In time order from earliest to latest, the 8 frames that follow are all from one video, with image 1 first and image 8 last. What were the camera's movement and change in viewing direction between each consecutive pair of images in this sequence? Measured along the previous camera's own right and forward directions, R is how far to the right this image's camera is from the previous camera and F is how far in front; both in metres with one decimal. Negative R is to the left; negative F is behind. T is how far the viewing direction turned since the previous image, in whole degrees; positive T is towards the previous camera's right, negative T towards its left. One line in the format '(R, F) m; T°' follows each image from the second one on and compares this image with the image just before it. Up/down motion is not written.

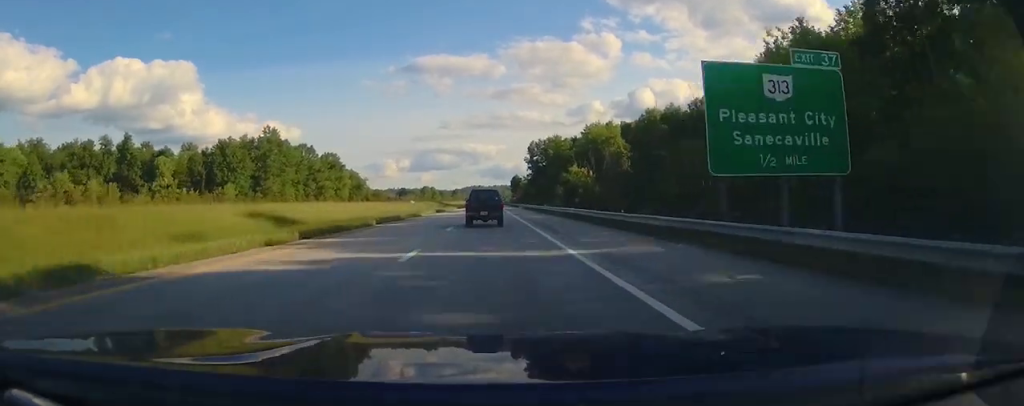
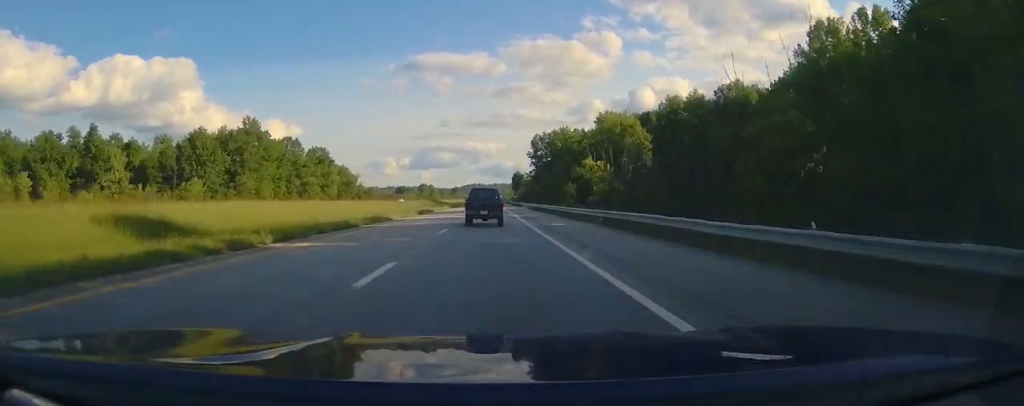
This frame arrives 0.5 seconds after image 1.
(0.0, +15.5) m; 0°
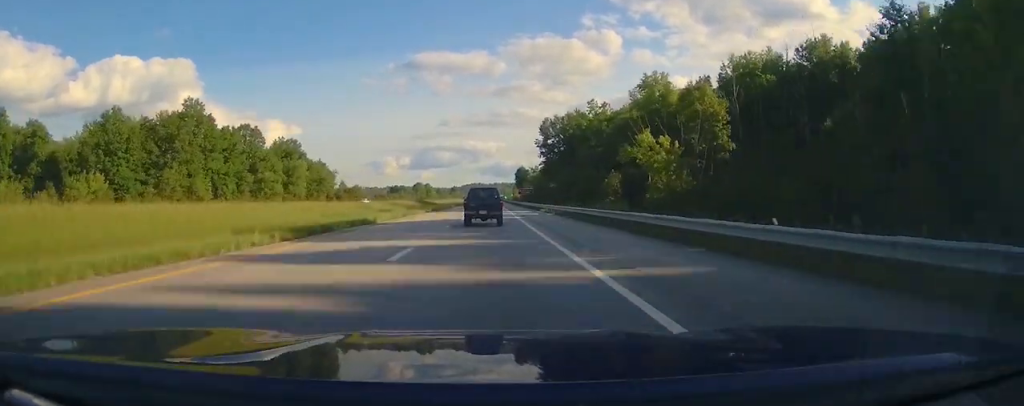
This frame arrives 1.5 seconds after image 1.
(+0.4, +33.4) m; 0°
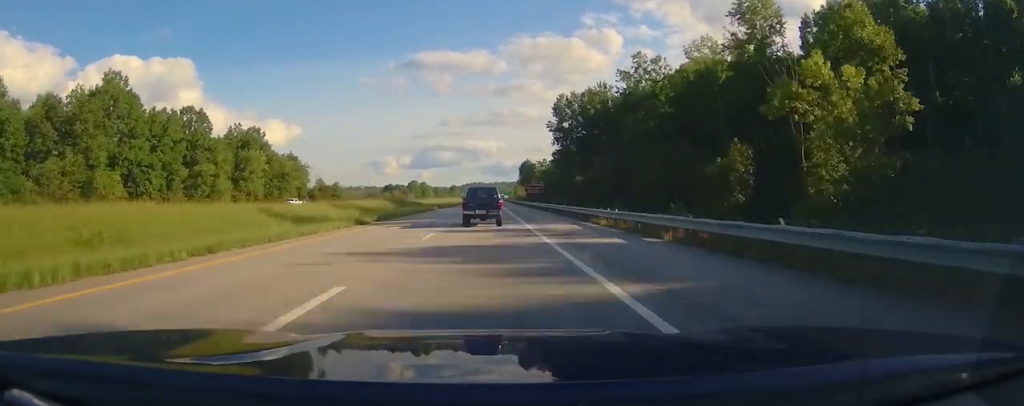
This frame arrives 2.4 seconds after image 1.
(0.0, +30.9) m; 0°
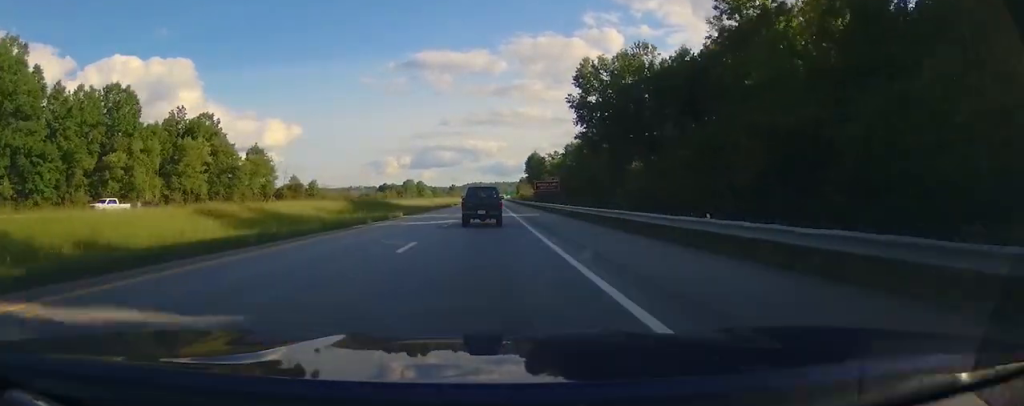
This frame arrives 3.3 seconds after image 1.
(-0.2, +28.5) m; 0°
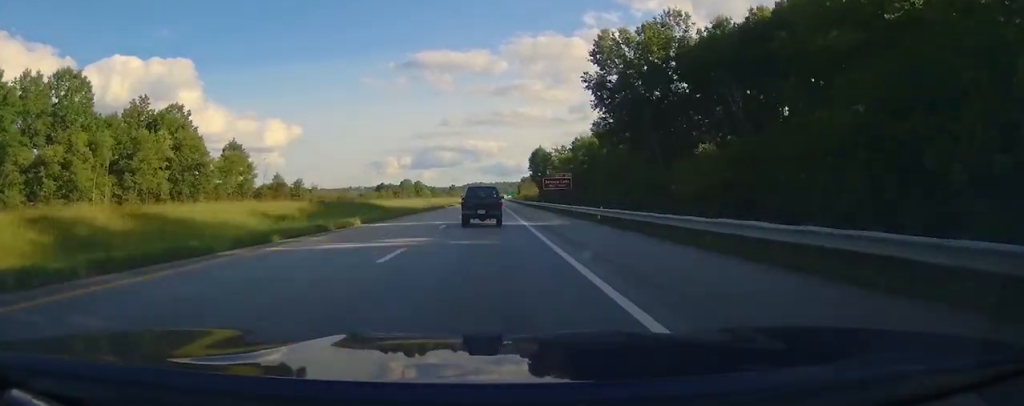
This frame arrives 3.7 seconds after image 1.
(0.0, +14.2) m; 0°
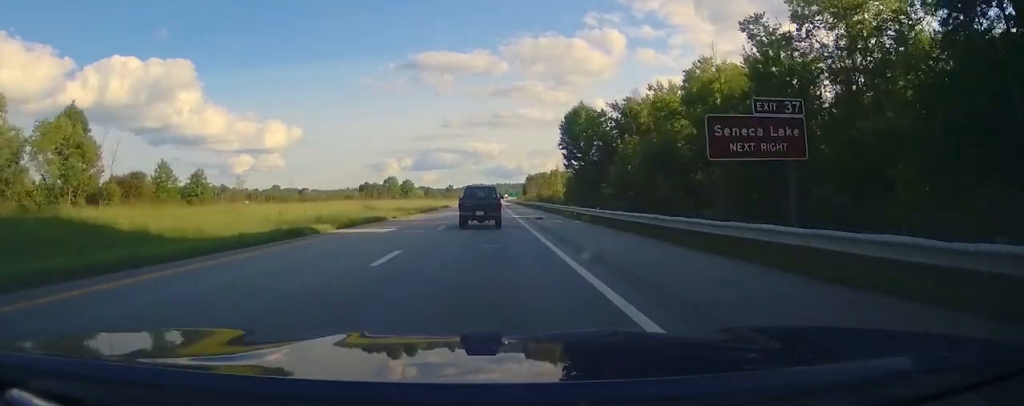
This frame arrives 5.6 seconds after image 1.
(+0.3, +61.7) m; 0°
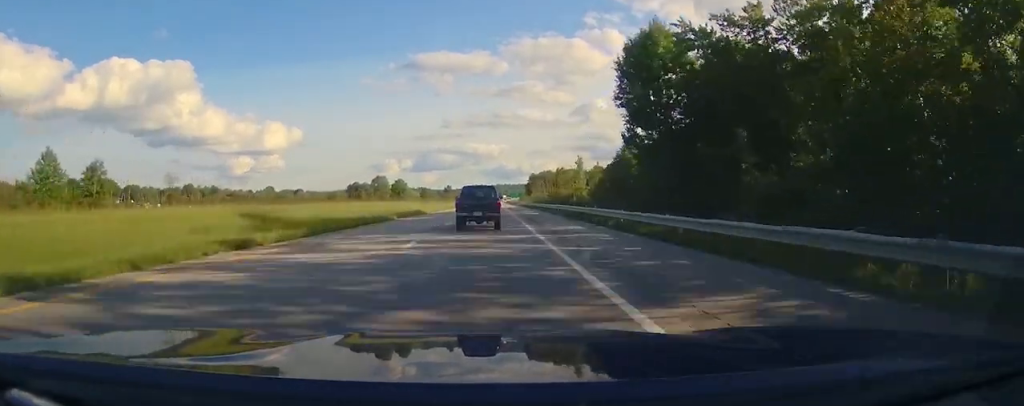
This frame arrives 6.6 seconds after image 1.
(0.0, +33.2) m; 0°
